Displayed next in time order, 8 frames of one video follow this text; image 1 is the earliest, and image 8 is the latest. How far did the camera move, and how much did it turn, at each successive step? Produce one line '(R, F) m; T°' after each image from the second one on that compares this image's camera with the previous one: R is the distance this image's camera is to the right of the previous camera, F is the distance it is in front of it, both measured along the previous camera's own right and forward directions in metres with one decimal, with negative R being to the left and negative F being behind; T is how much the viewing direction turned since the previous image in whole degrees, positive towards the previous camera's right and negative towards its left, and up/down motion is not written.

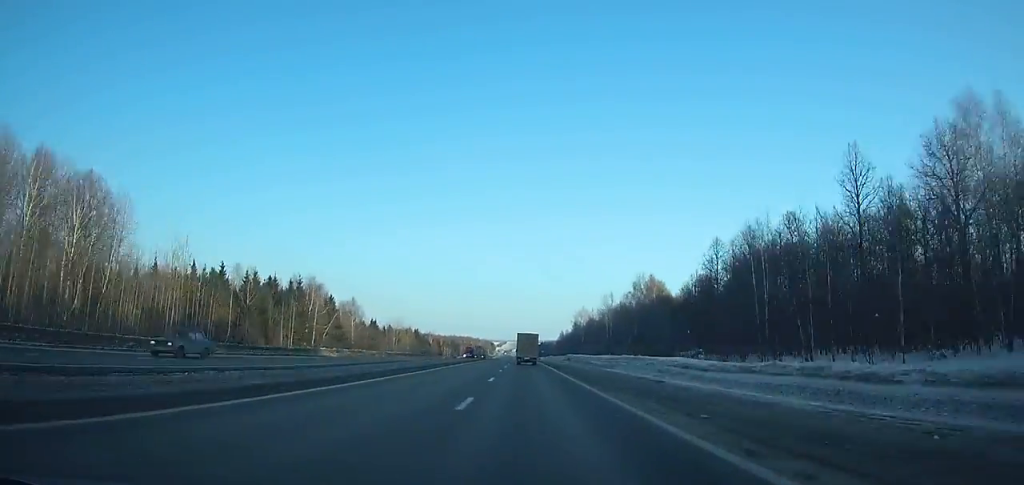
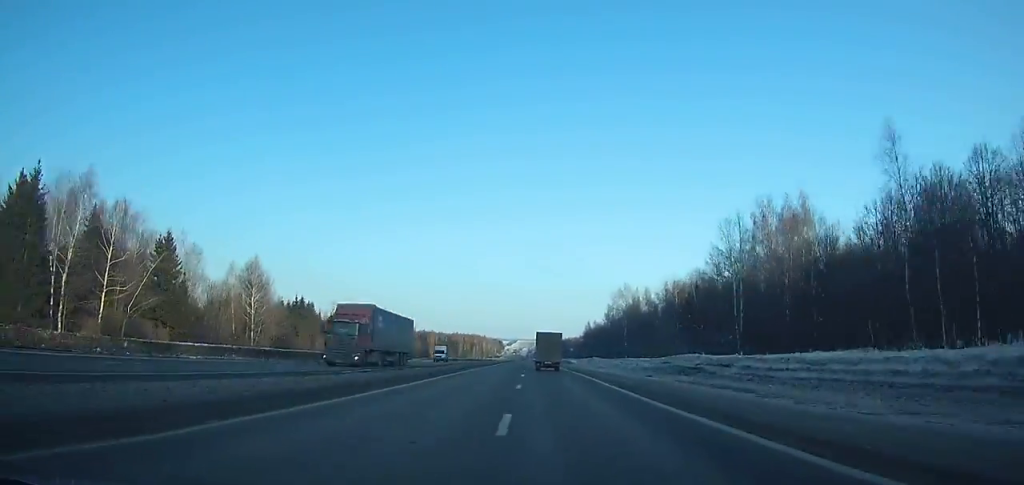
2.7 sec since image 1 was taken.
(-0.2, +76.5) m; 0°
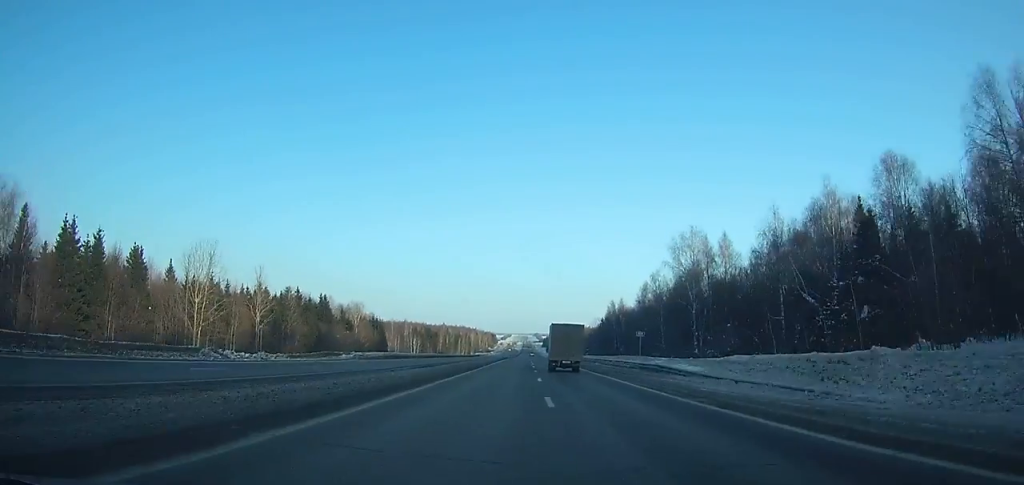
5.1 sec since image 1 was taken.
(+0.1, +68.5) m; 0°
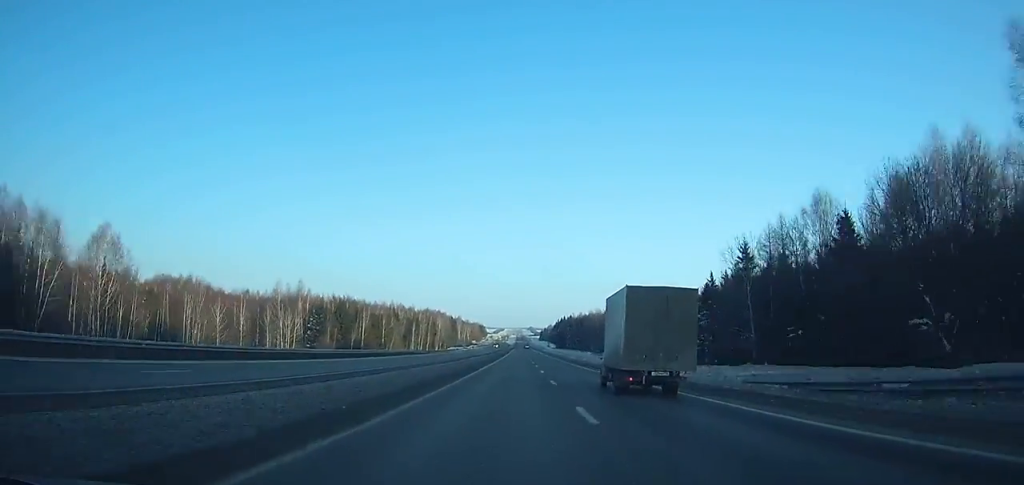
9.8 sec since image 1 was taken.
(+0.7, +135.4) m; +1°
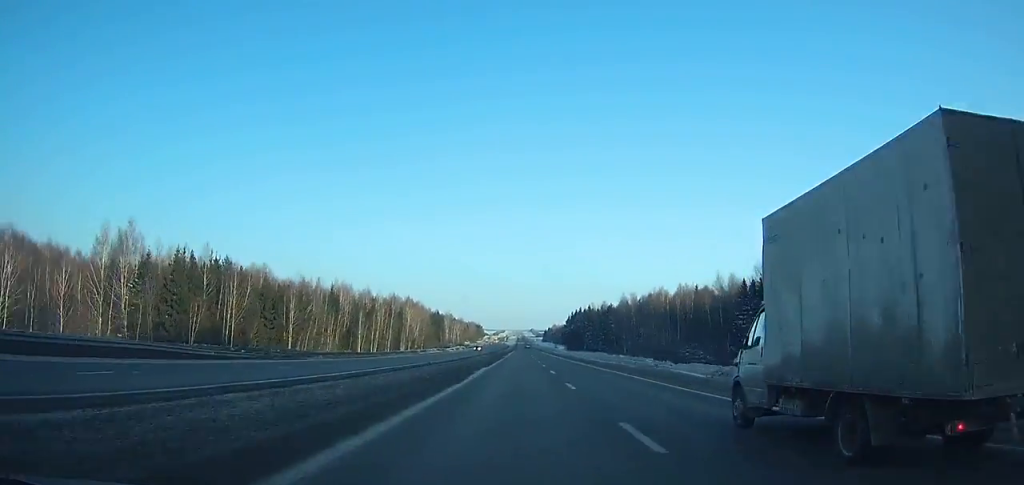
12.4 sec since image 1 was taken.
(+0.2, +75.3) m; 0°
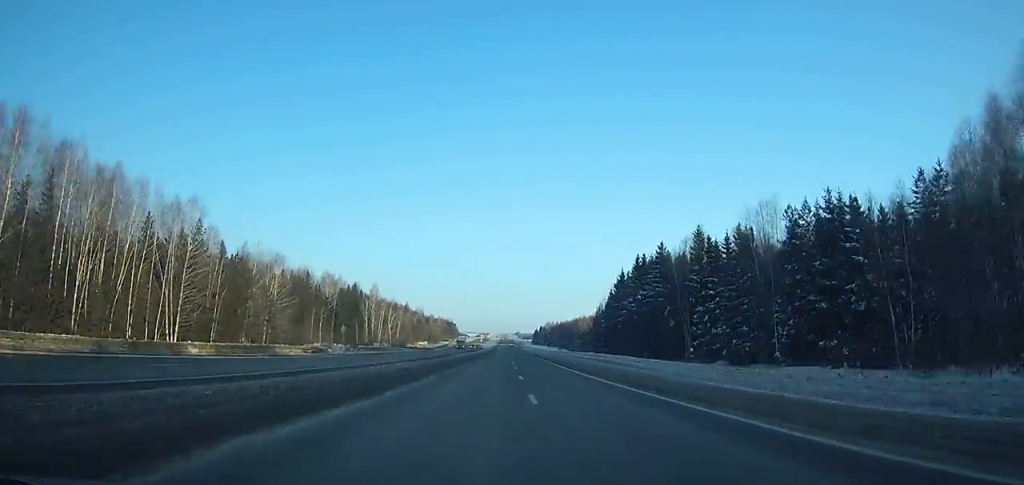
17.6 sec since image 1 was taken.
(+1.2, +149.5) m; +1°
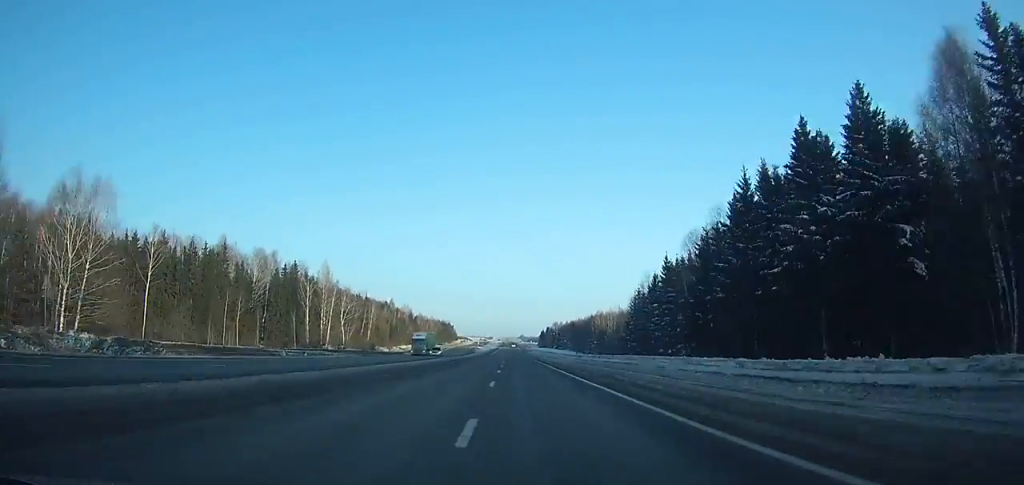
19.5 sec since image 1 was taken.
(+0.1, +54.1) m; 0°
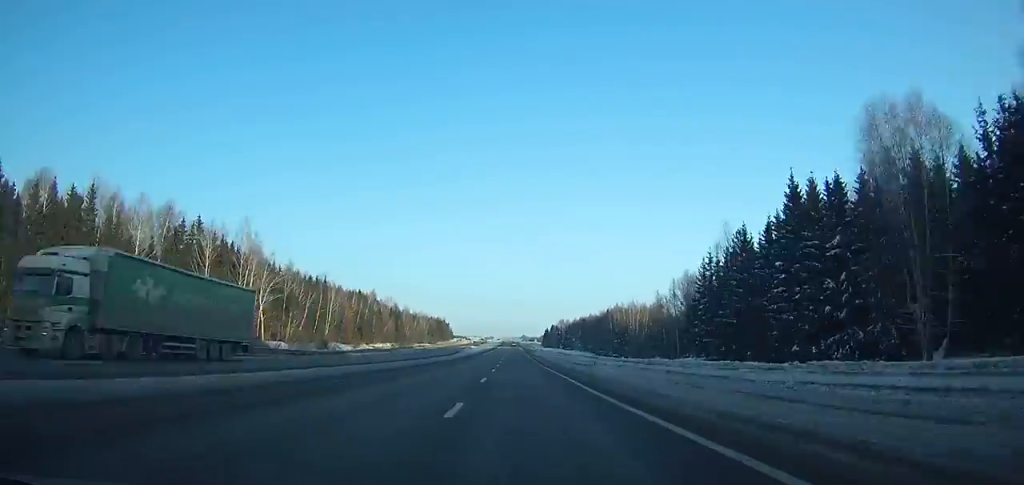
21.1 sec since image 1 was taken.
(-0.1, +45.3) m; 0°
